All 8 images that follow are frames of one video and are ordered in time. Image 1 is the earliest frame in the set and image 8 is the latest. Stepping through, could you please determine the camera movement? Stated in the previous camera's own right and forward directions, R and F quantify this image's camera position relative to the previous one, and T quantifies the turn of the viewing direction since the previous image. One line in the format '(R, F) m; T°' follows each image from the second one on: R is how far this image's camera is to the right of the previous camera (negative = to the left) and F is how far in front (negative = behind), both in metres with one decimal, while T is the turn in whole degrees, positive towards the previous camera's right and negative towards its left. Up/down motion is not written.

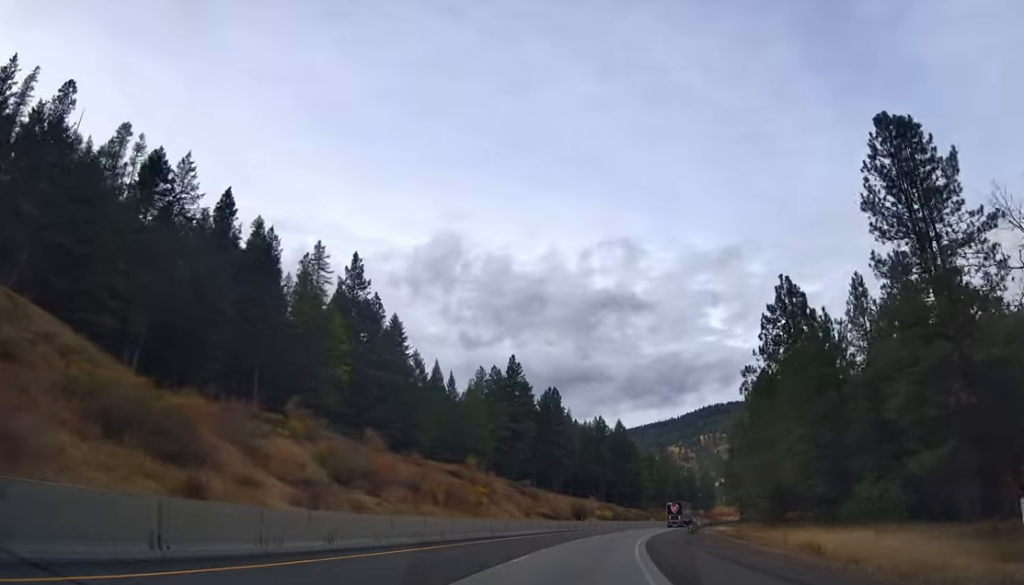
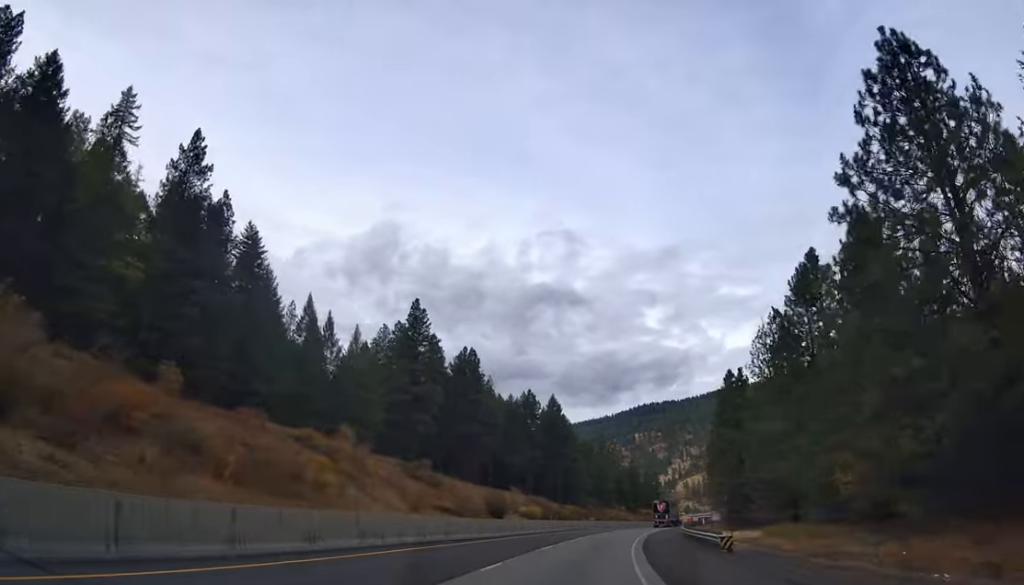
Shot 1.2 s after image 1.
(+1.2, +38.6) m; +5°
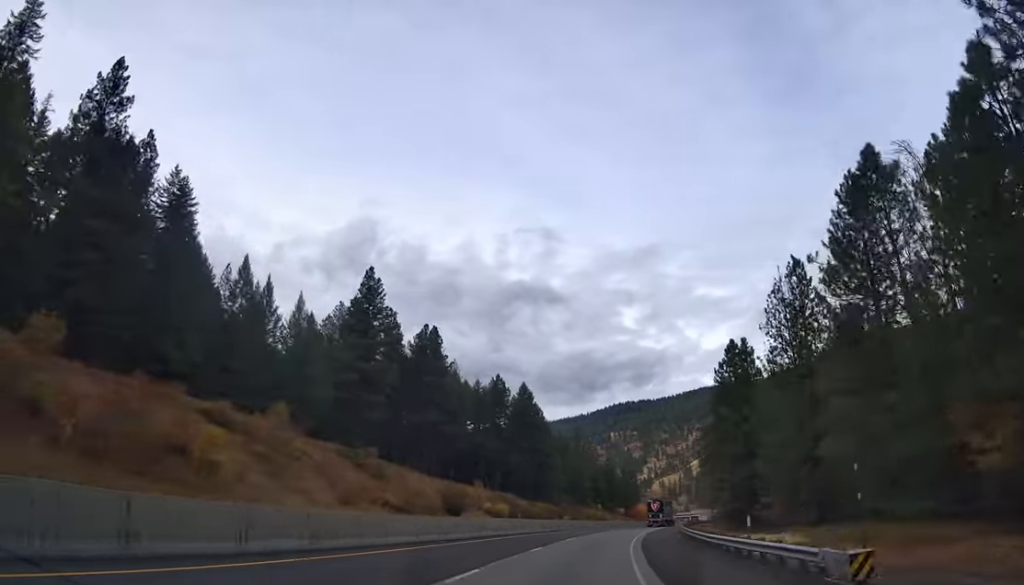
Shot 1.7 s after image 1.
(+0.6, +14.6) m; +2°
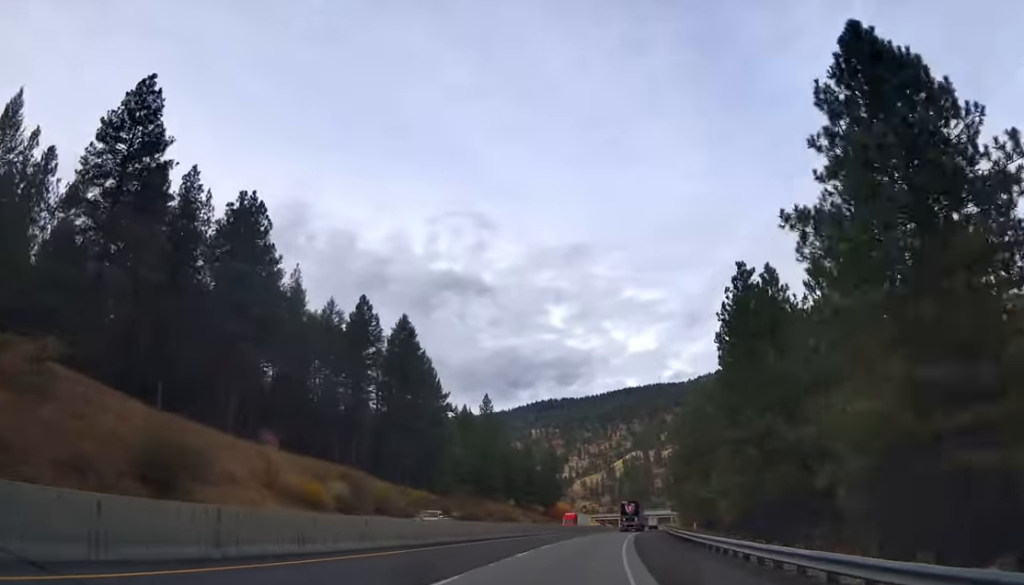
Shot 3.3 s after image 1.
(+3.2, +49.5) m; +8°
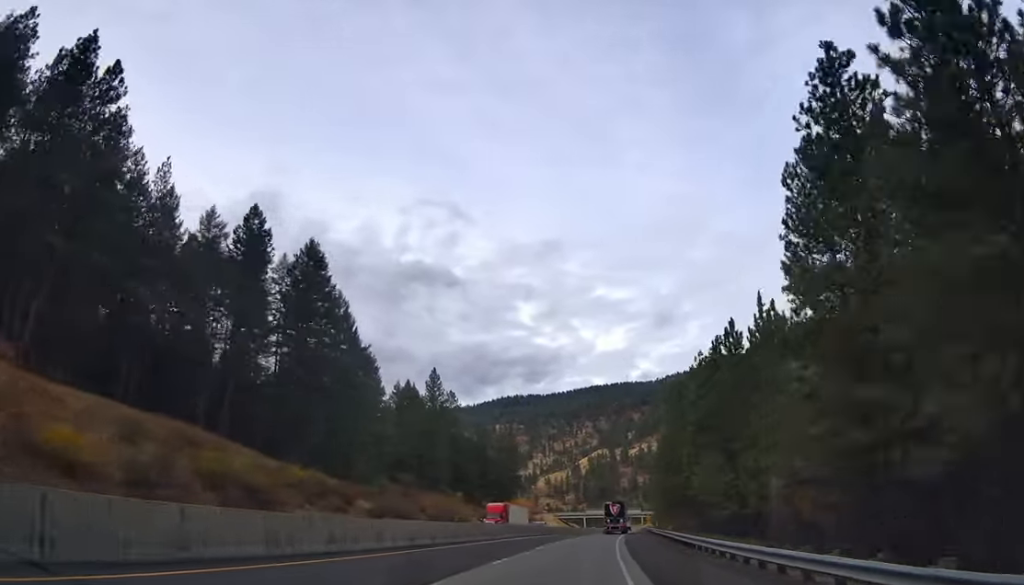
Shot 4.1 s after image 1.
(+1.6, +27.7) m; +4°
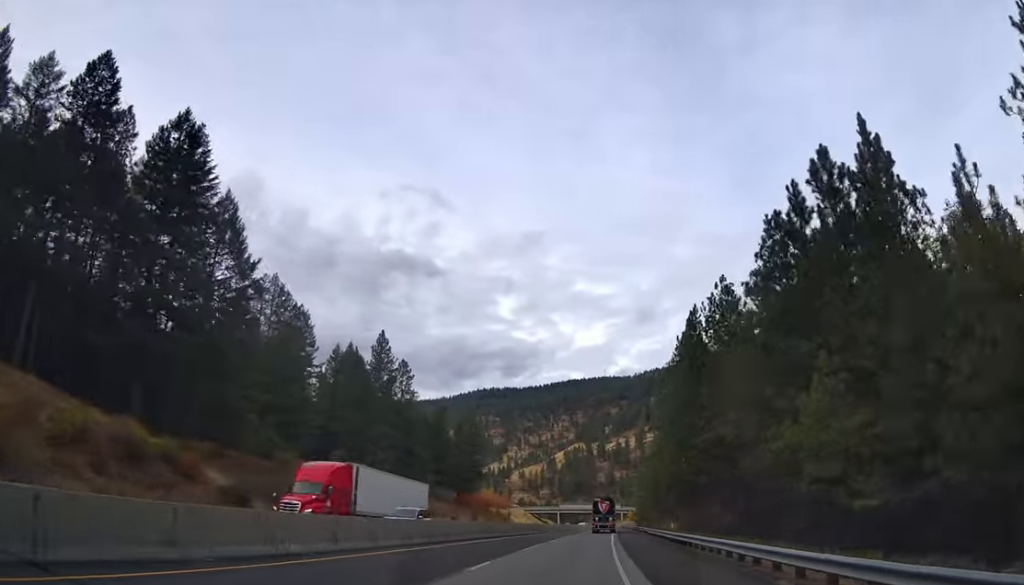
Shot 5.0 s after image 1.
(+0.8, +26.6) m; +2°
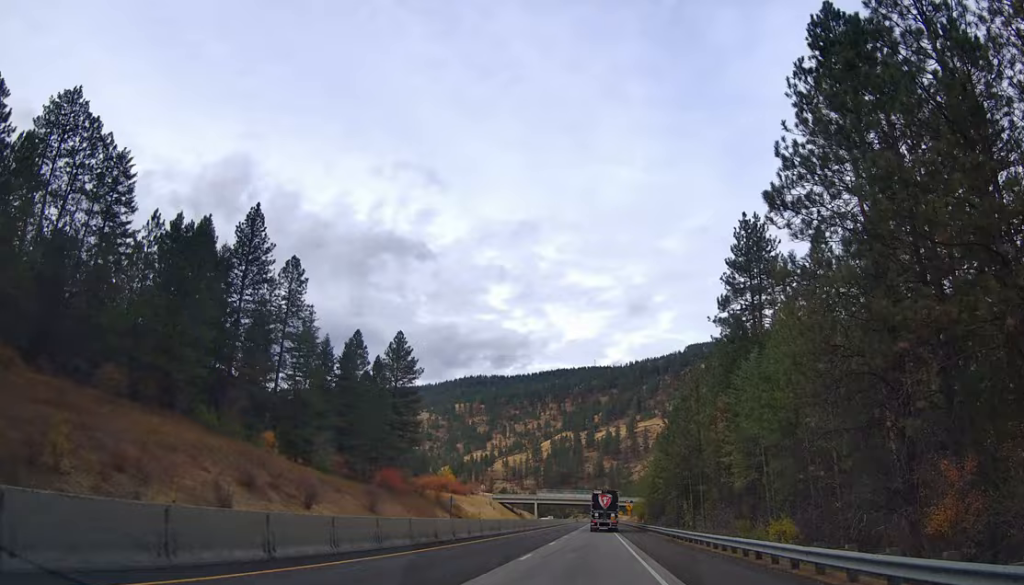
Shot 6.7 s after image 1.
(+1.5, +54.4) m; +4°
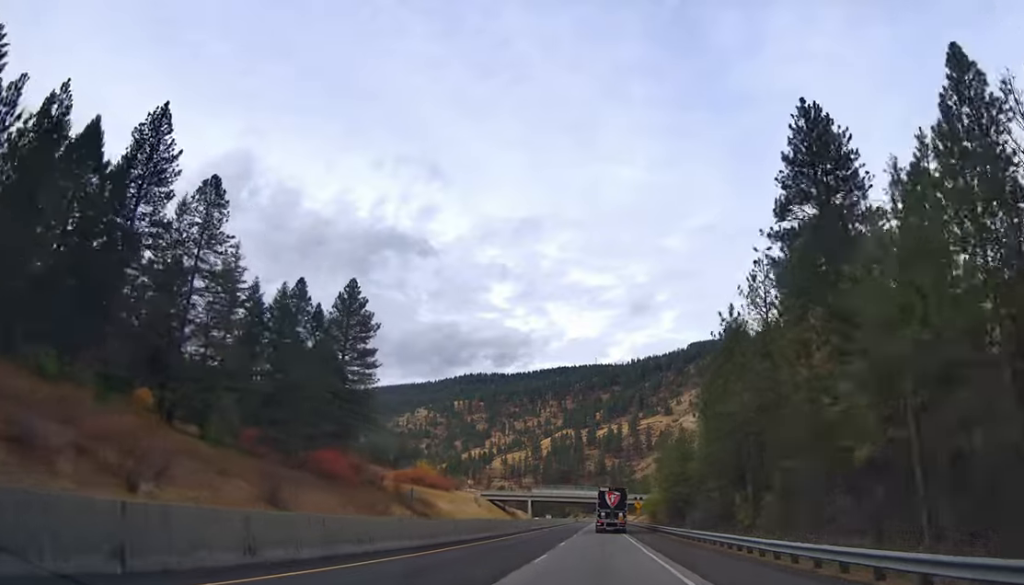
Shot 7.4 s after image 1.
(+0.6, +24.6) m; +1°
